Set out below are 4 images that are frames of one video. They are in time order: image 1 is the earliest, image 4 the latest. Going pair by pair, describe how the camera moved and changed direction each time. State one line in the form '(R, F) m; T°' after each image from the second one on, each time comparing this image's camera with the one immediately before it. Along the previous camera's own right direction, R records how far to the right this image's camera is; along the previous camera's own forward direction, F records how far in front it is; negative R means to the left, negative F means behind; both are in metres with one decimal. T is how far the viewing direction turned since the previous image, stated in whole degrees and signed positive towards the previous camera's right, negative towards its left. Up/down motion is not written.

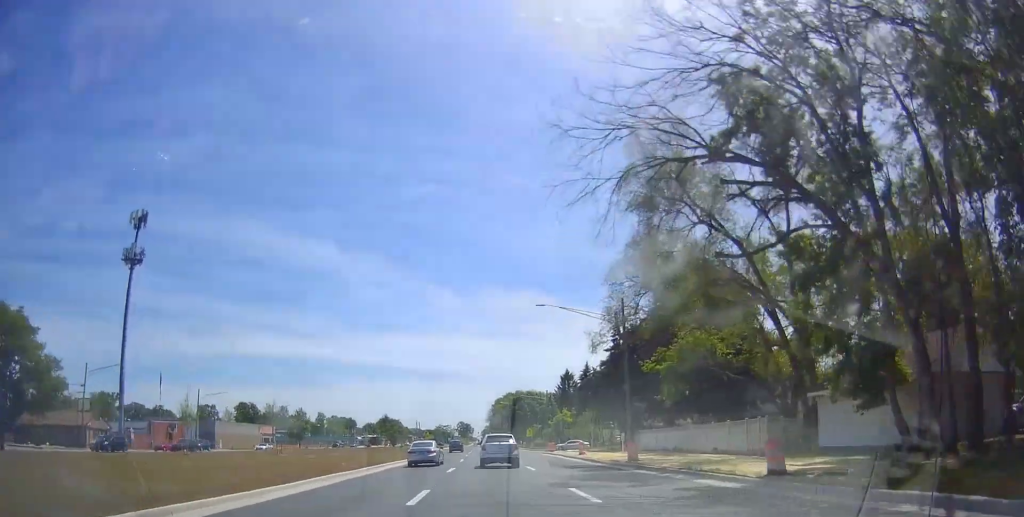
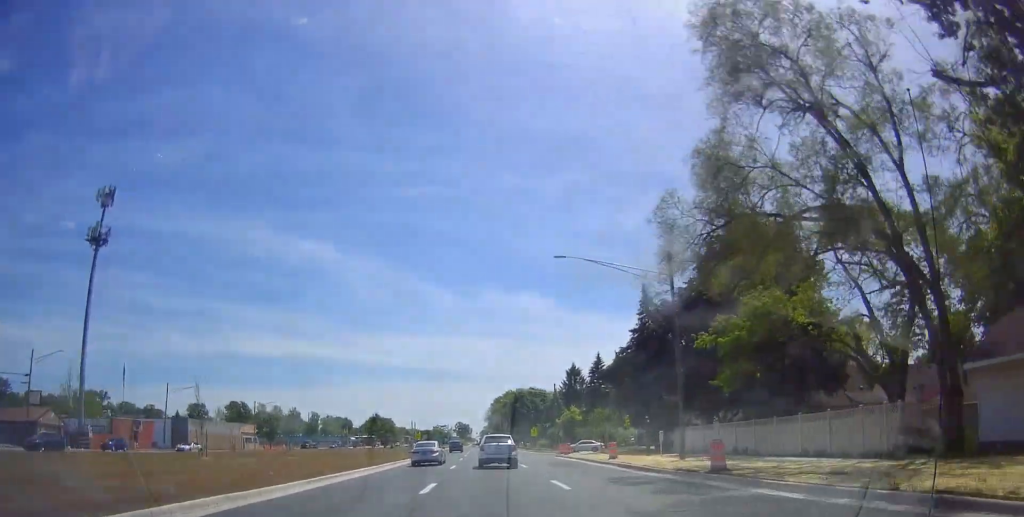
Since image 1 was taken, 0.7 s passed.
(+0.3, +10.8) m; +2°
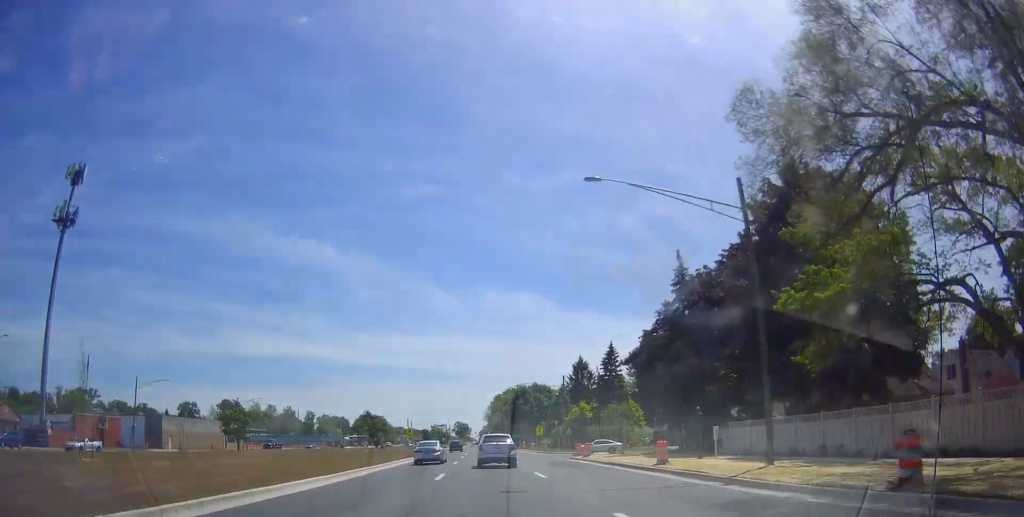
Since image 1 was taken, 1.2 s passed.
(0.0, +9.3) m; 0°
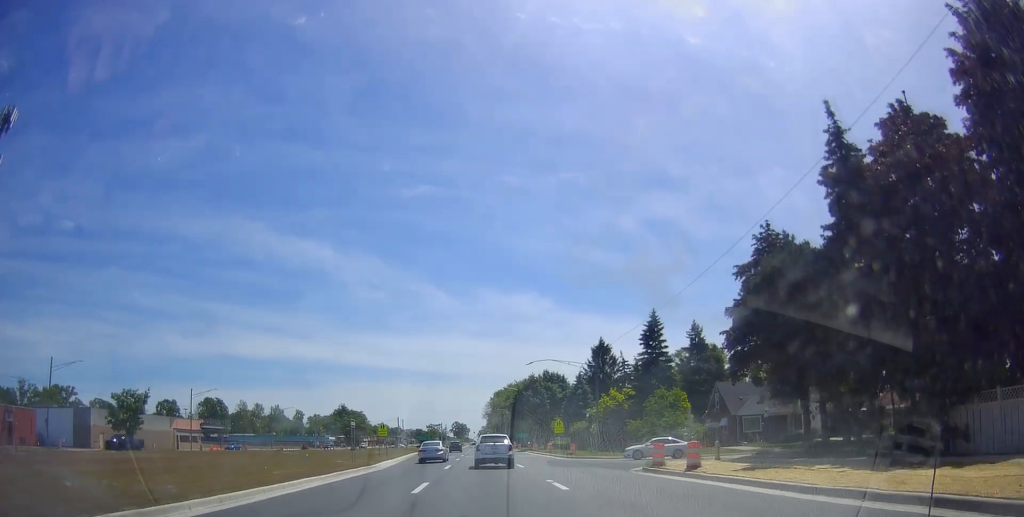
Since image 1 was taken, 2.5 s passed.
(0.0, +20.2) m; -2°
